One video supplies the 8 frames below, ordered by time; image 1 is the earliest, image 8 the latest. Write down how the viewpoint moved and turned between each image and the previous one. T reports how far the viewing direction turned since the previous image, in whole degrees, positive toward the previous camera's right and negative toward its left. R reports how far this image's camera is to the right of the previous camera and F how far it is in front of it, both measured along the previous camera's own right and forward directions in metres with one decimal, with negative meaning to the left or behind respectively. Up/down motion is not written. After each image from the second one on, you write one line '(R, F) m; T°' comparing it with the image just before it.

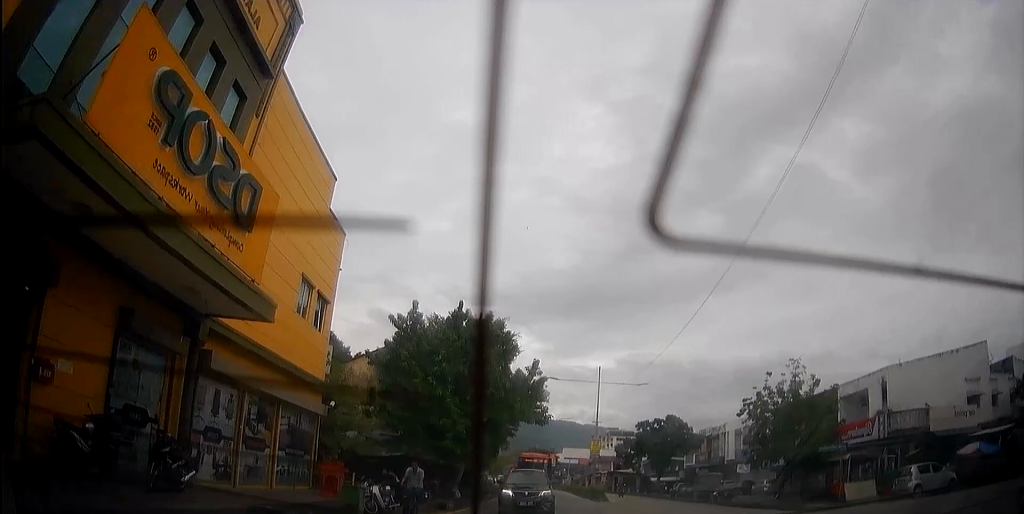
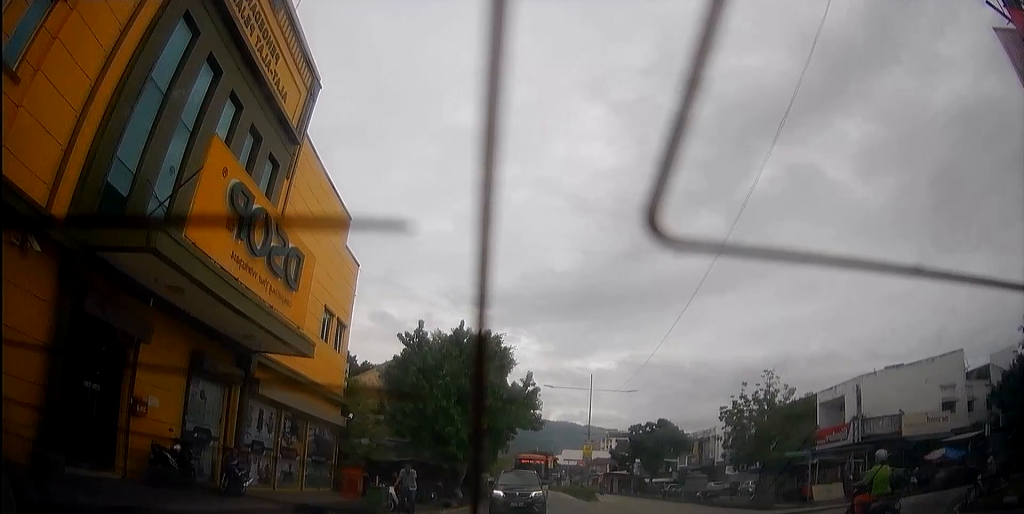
(0.0, +3.4) m; +1°
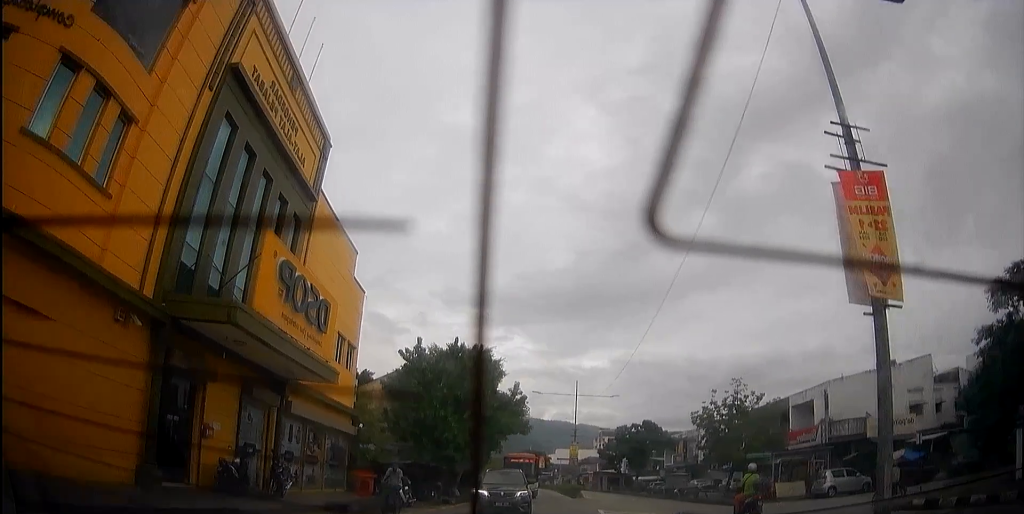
(0.0, +3.4) m; 0°
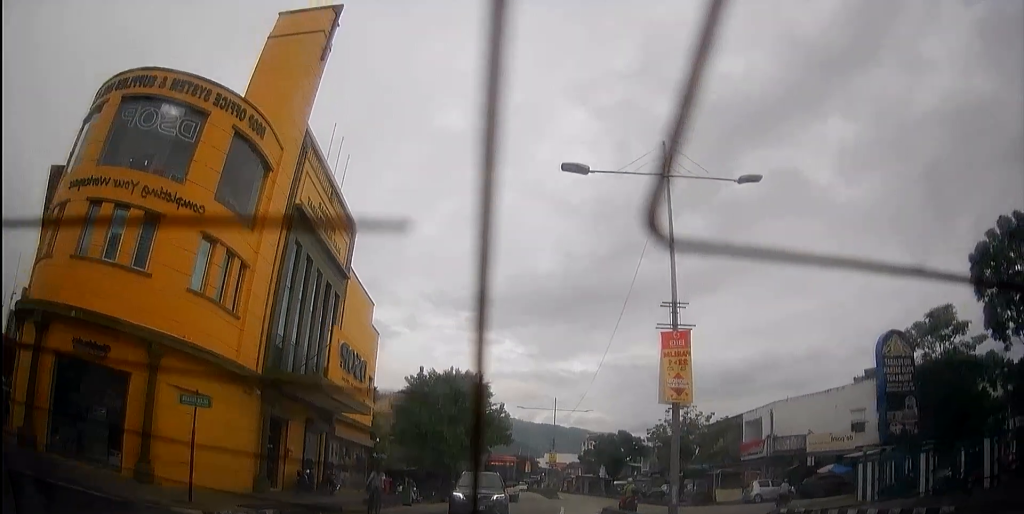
(0.0, +7.7) m; -2°
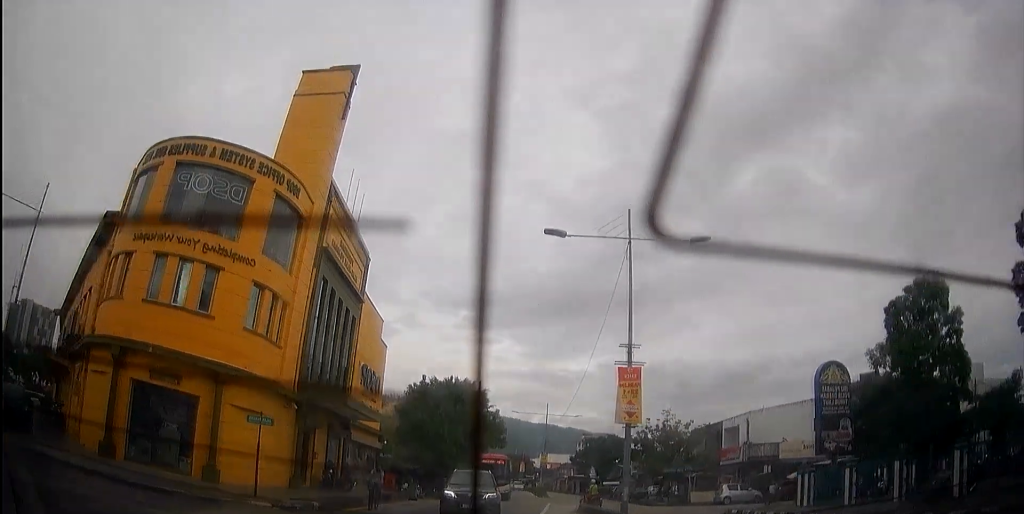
(-0.1, +4.4) m; -1°
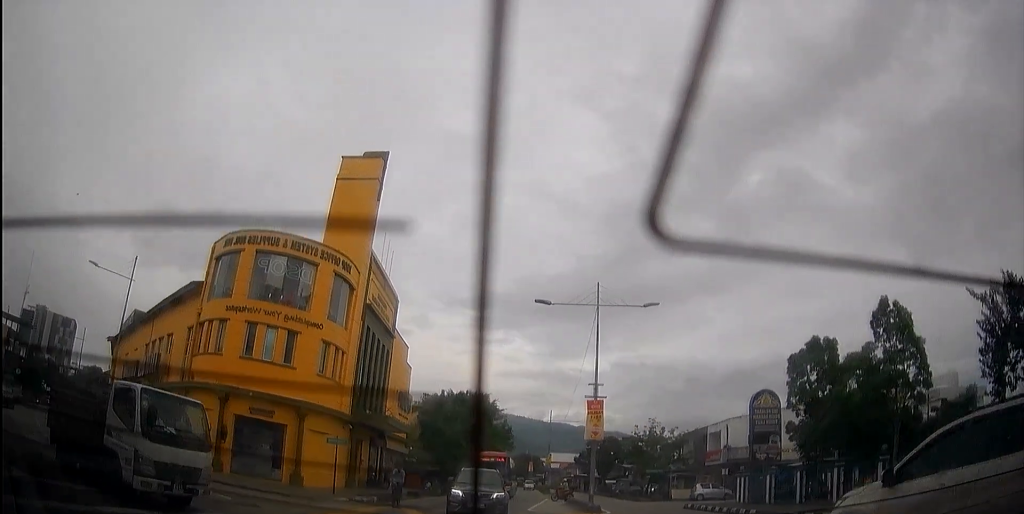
(0.0, +7.7) m; 0°
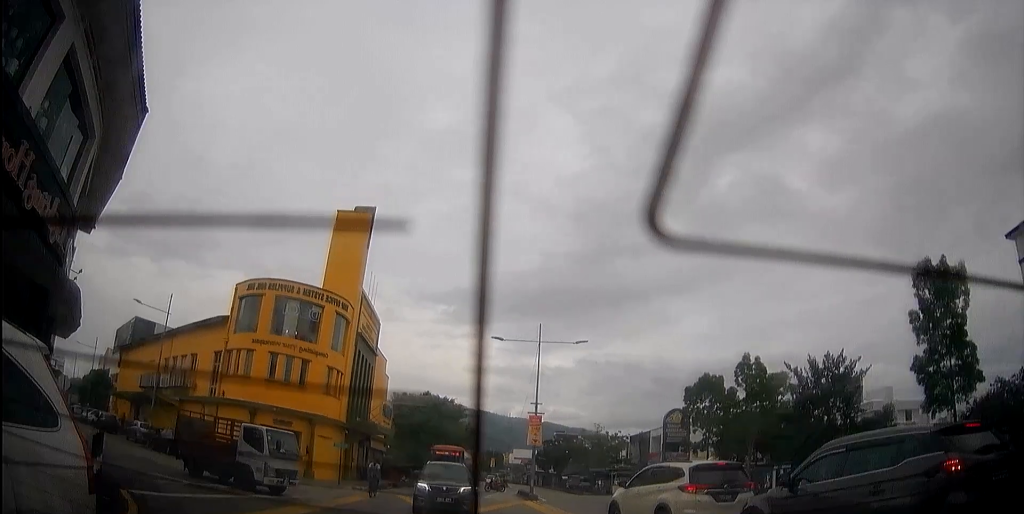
(-0.1, +8.3) m; -2°
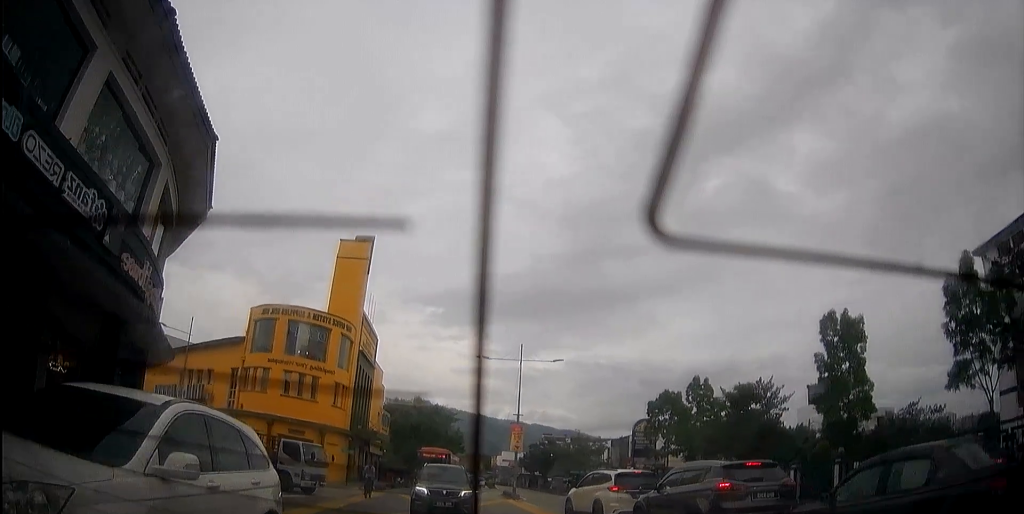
(-0.1, +4.7) m; -2°
